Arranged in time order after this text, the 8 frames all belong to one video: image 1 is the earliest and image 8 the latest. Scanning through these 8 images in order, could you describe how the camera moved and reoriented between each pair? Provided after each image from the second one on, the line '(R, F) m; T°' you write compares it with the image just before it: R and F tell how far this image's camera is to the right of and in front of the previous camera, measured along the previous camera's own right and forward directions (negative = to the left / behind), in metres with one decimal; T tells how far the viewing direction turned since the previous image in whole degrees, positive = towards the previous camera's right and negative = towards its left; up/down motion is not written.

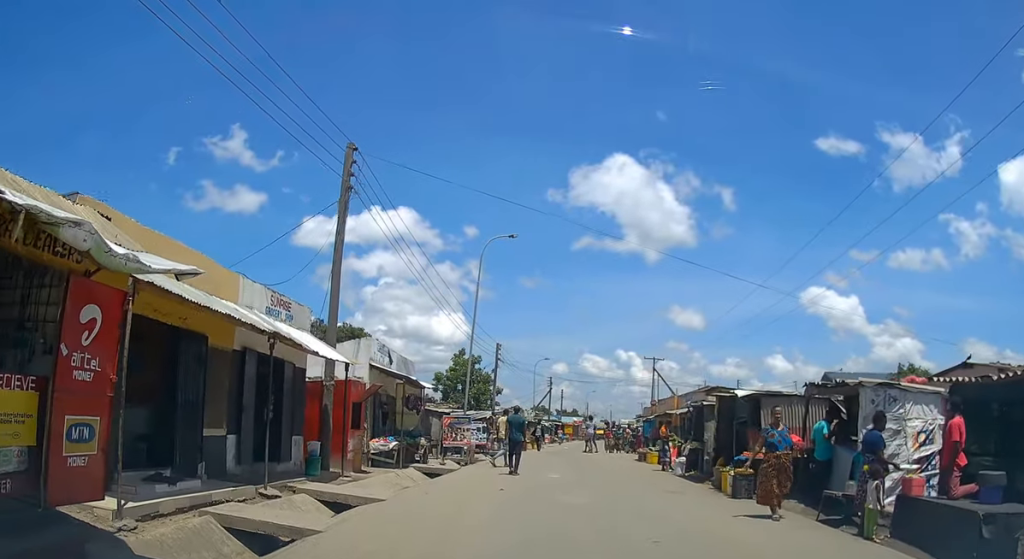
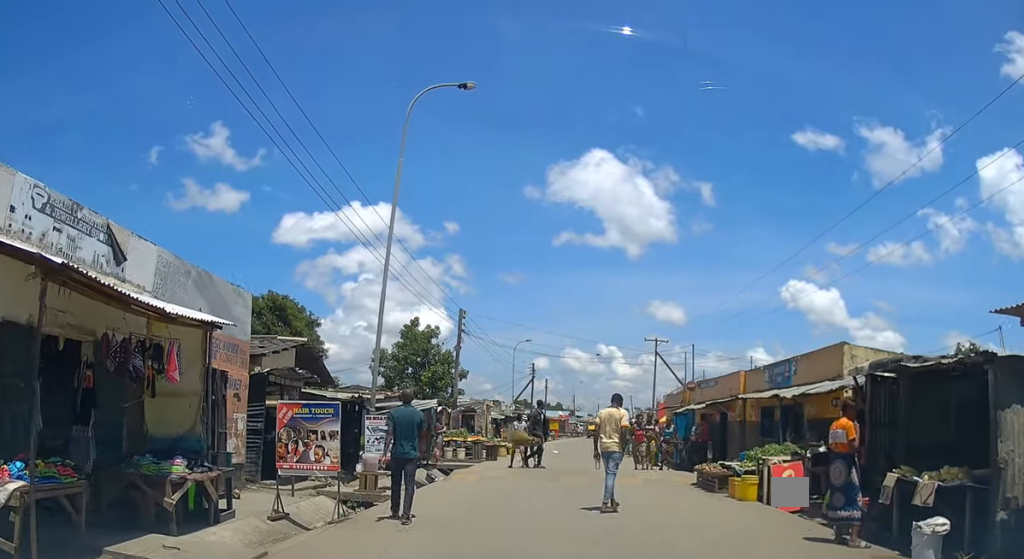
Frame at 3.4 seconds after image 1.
(-0.1, +13.5) m; 0°
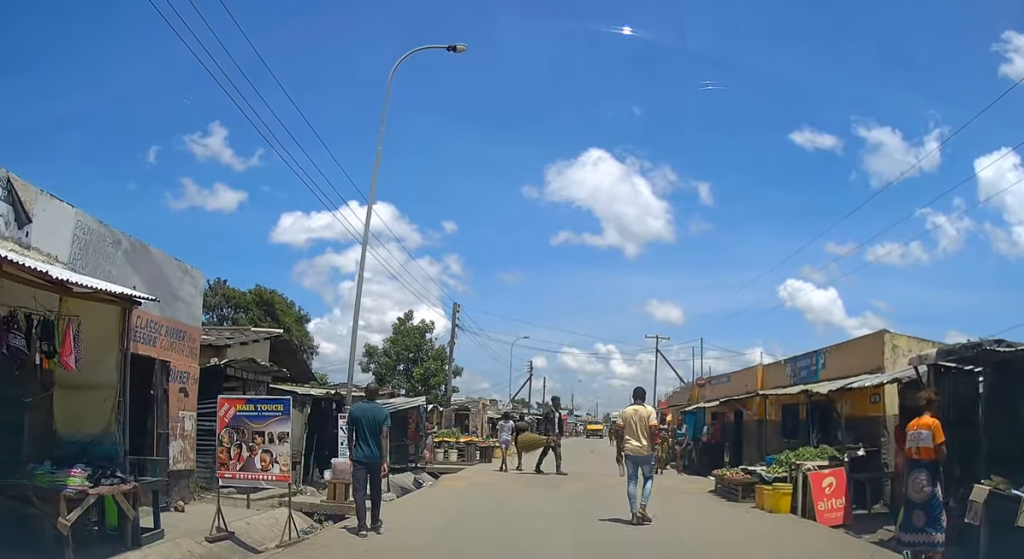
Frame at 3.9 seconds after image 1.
(0.0, +1.8) m; 0°
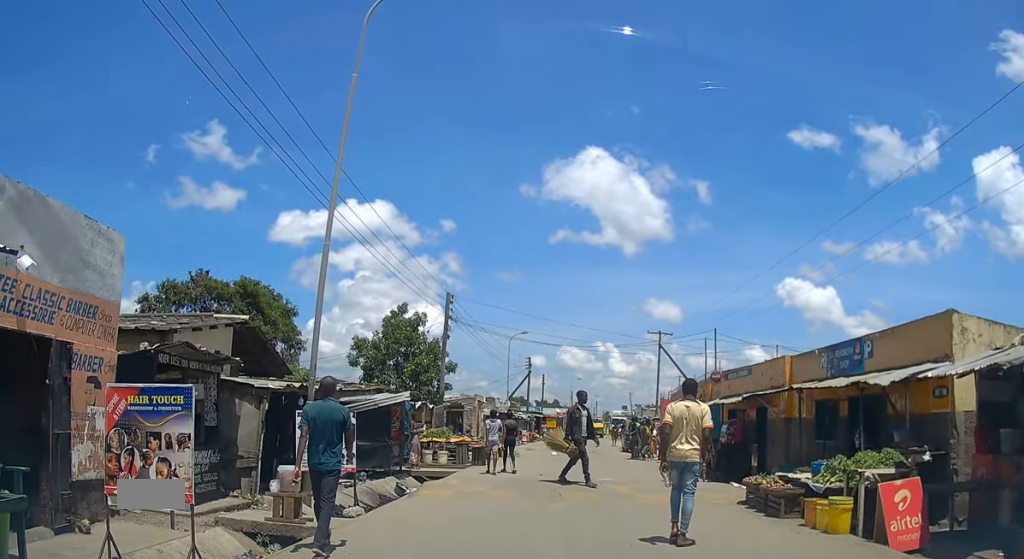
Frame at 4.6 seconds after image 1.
(0.0, +2.2) m; 0°
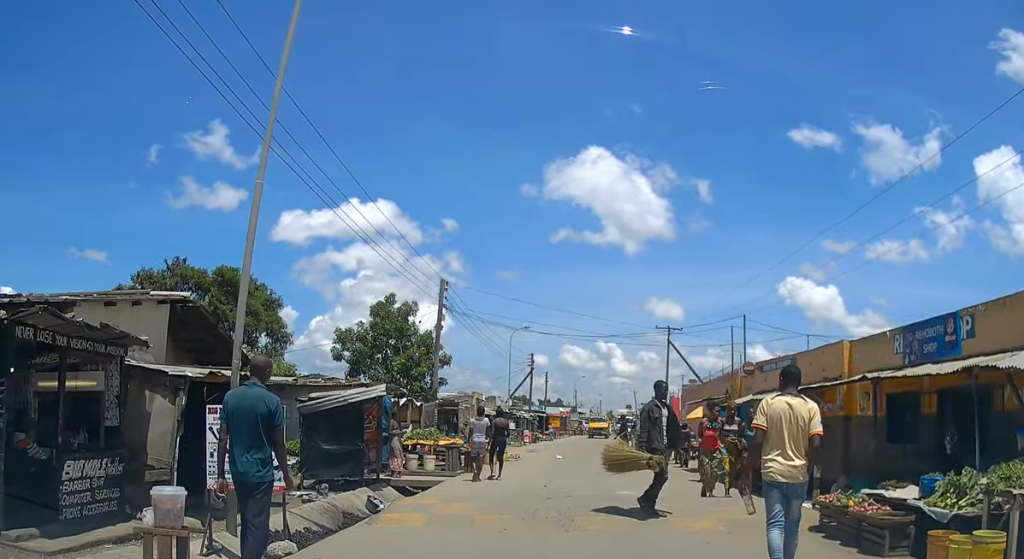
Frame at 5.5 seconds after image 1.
(0.0, +3.1) m; 0°
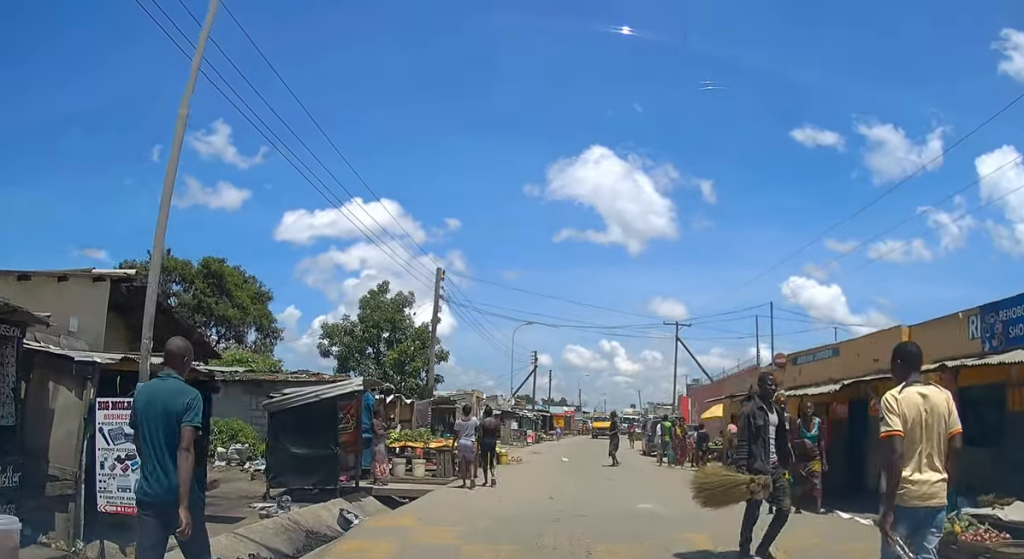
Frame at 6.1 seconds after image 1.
(0.0, +2.1) m; 0°
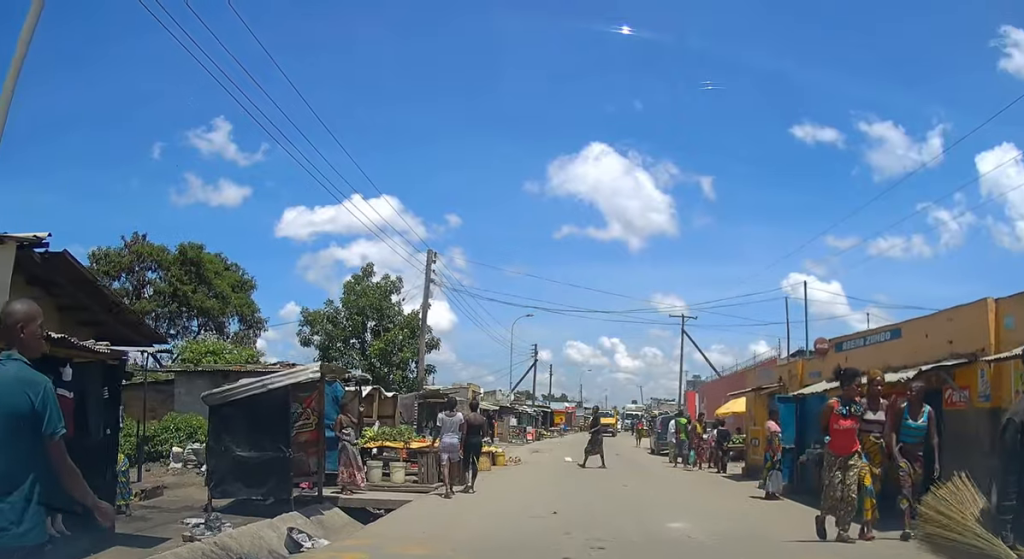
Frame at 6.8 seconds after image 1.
(0.0, +2.4) m; +1°
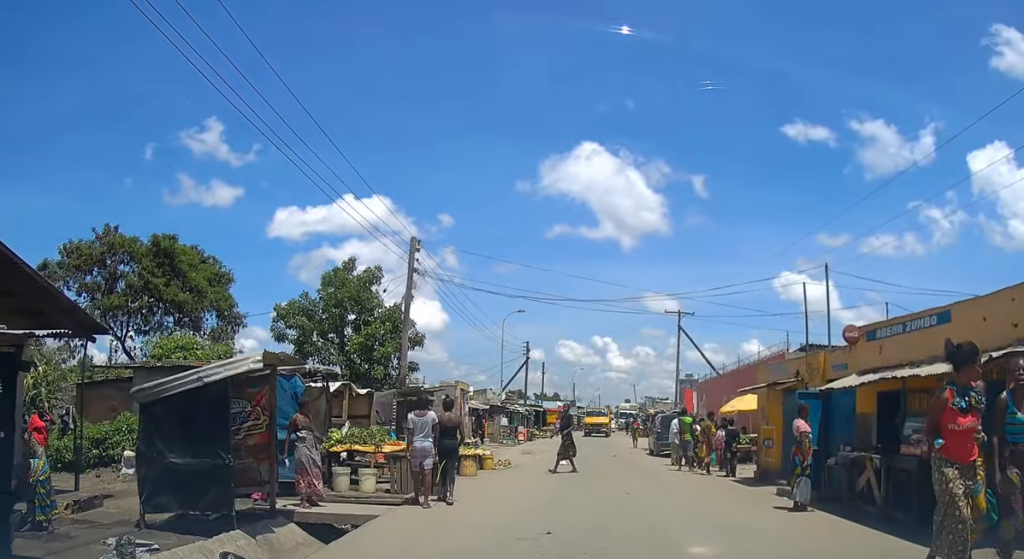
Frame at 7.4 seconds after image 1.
(0.0, +1.7) m; +1°
